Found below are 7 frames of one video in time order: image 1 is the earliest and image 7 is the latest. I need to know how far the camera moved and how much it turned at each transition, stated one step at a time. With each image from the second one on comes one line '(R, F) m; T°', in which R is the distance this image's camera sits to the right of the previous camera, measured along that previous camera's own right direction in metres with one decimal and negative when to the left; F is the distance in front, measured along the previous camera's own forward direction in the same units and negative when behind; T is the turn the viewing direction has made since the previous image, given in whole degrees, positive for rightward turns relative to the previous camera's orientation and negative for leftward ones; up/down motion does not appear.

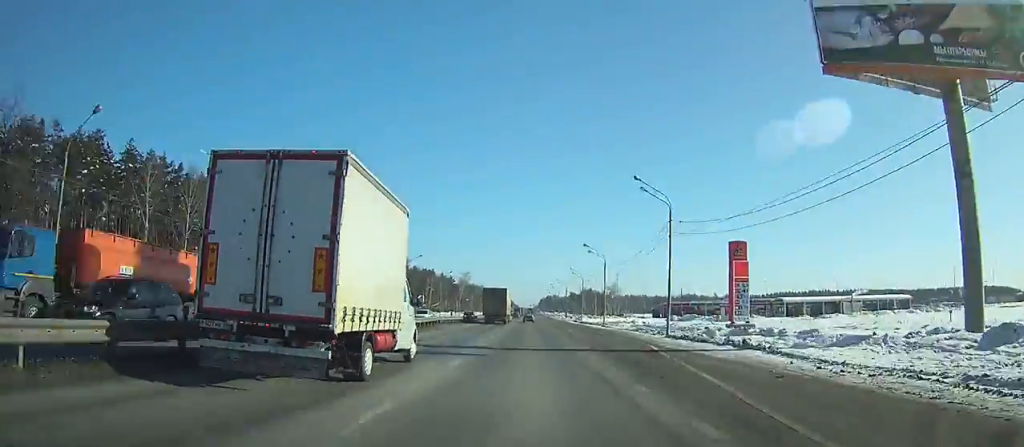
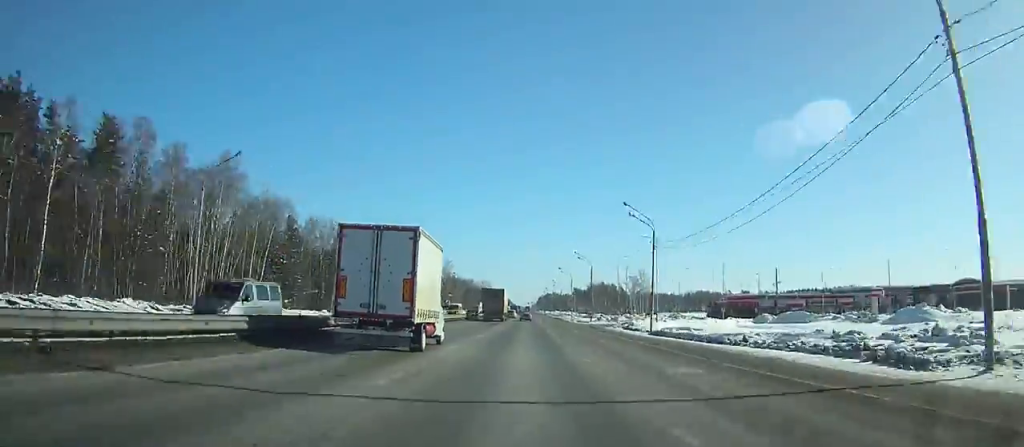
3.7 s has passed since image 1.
(+0.2, +67.2) m; 0°
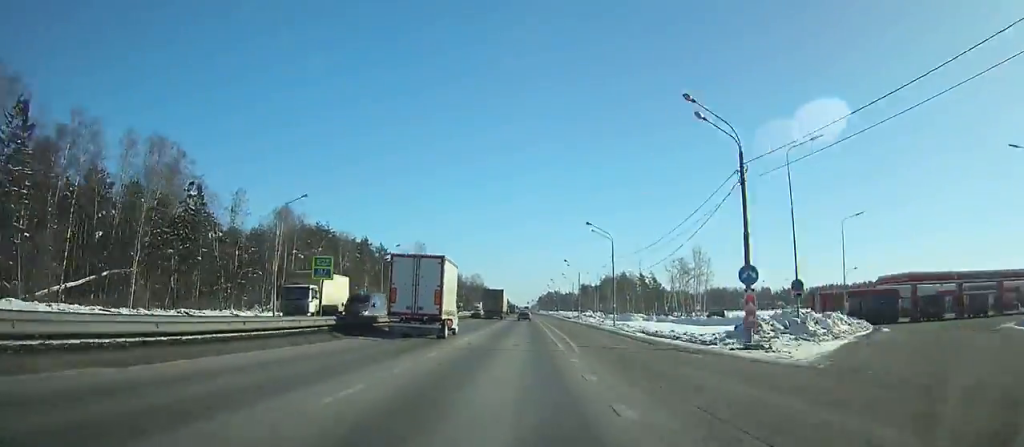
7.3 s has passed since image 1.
(+0.2, +65.1) m; 0°
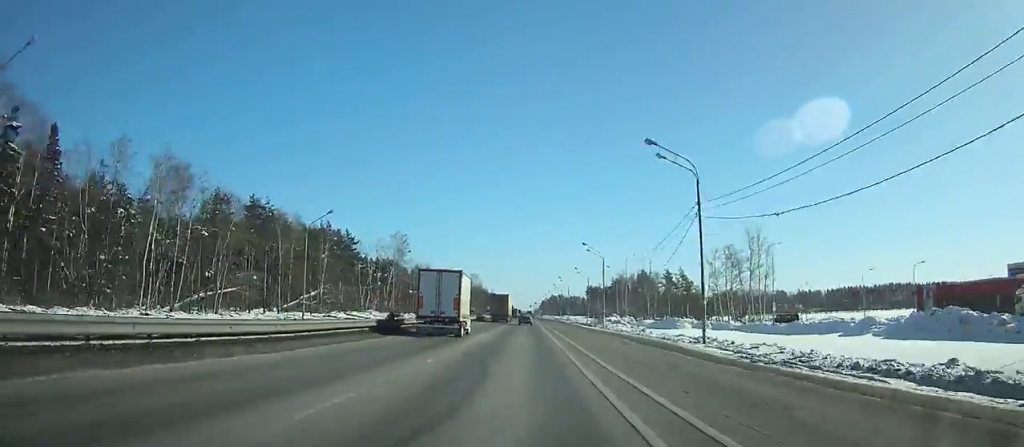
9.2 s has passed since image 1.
(-0.2, +33.7) m; 0°
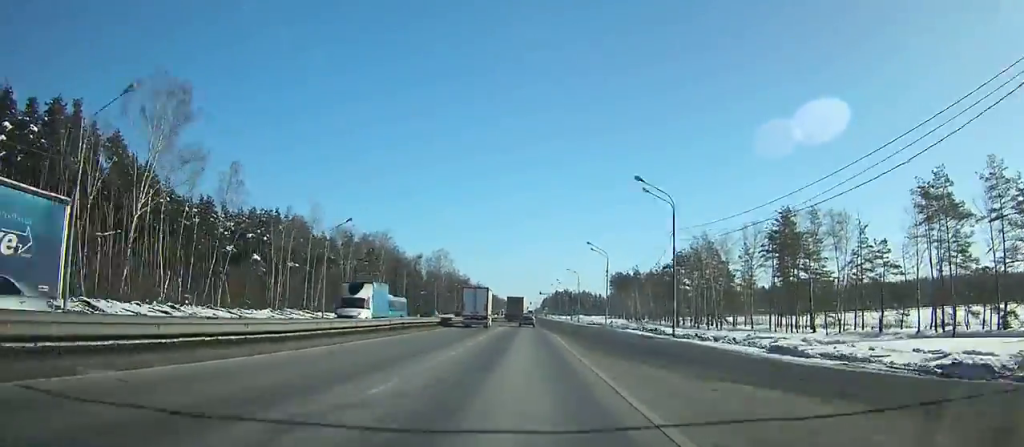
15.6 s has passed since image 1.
(-0.4, +110.5) m; 0°
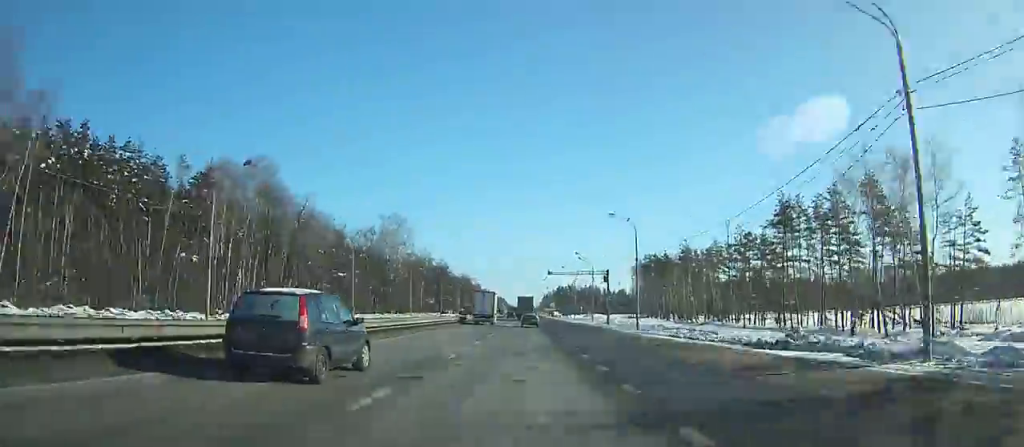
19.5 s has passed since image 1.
(+0.5, +65.4) m; 0°
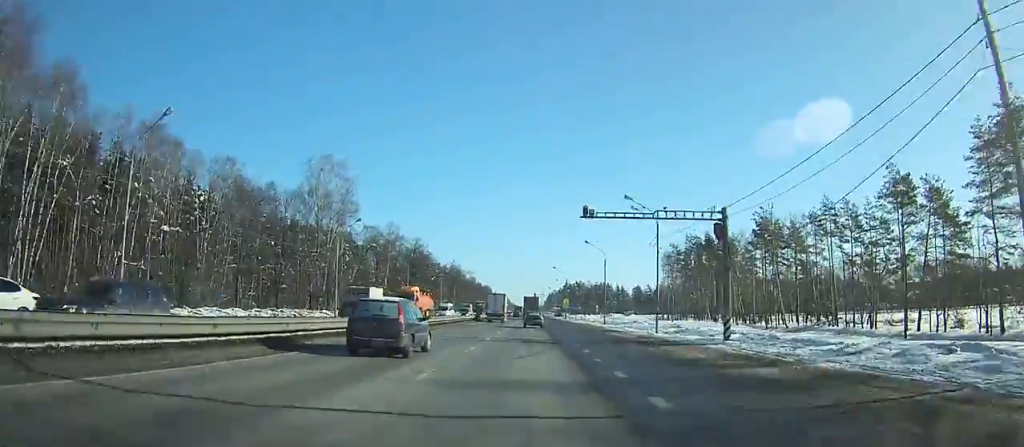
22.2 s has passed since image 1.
(-0.6, +44.4) m; -1°
